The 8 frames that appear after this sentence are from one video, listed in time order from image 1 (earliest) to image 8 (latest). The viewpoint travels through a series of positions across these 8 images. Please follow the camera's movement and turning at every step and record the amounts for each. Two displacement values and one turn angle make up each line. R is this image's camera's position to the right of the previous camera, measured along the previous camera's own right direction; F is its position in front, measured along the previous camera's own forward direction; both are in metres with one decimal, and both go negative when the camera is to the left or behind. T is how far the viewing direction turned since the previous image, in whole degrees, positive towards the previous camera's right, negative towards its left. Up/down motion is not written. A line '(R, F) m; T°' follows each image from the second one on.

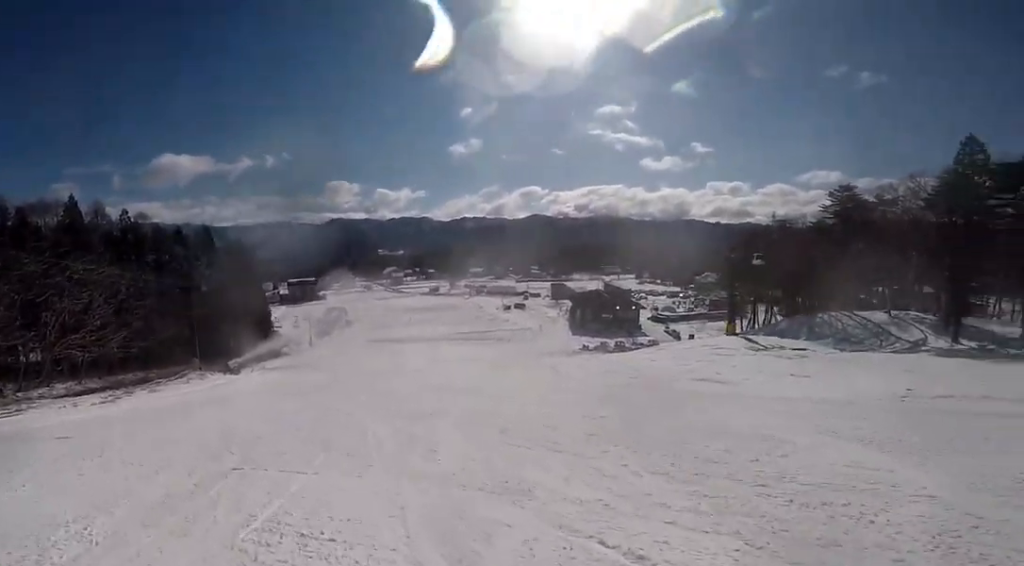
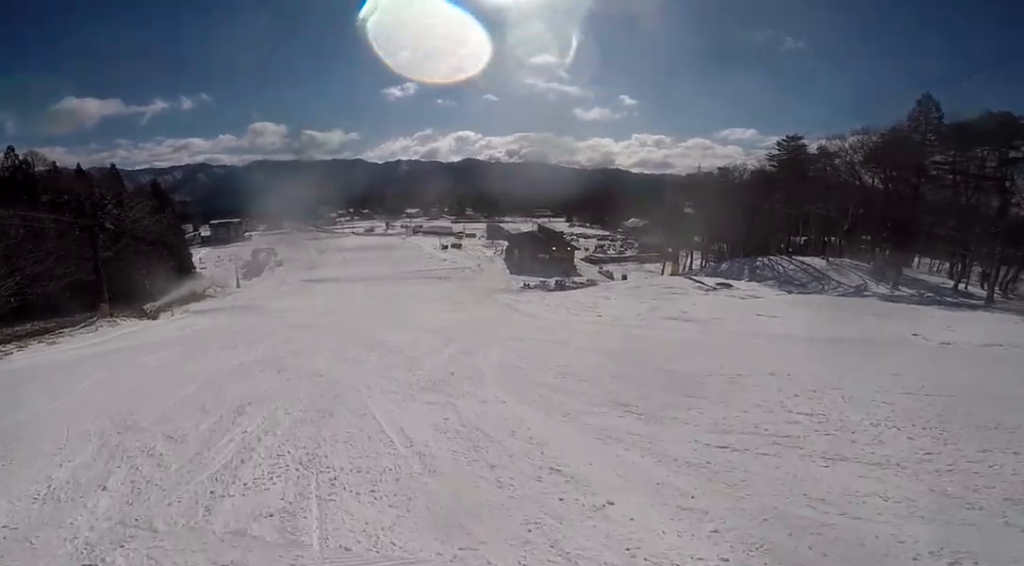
(+0.8, +4.6) m; +9°
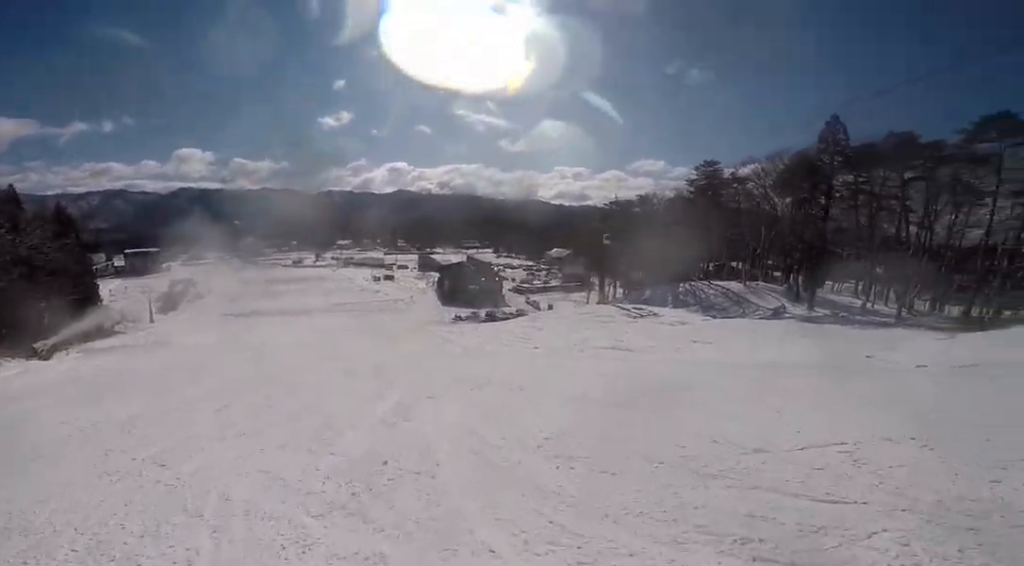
(+0.2, +3.1) m; -1°
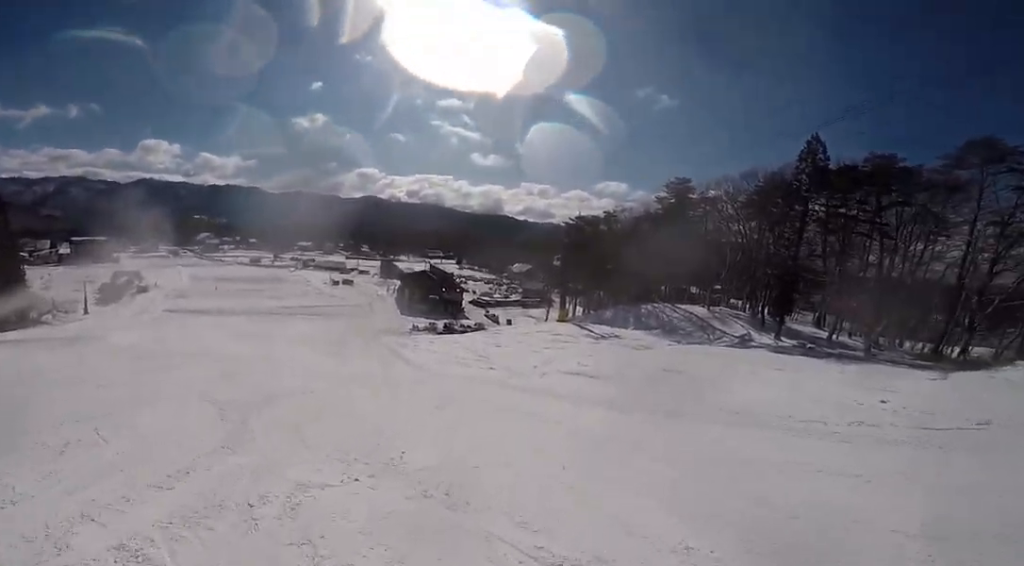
(-0.6, +4.9) m; -7°
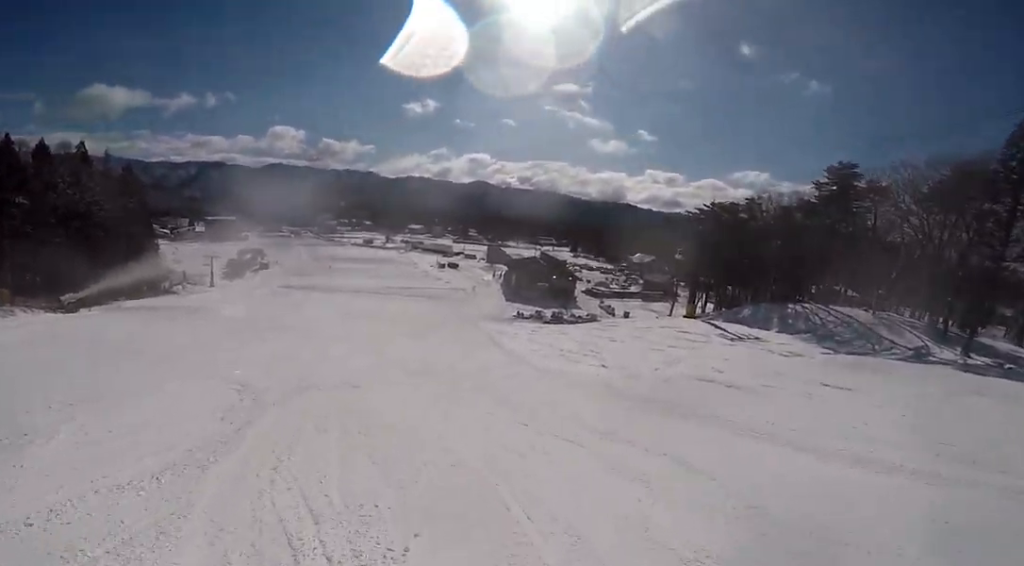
(0.0, +2.9) m; -8°
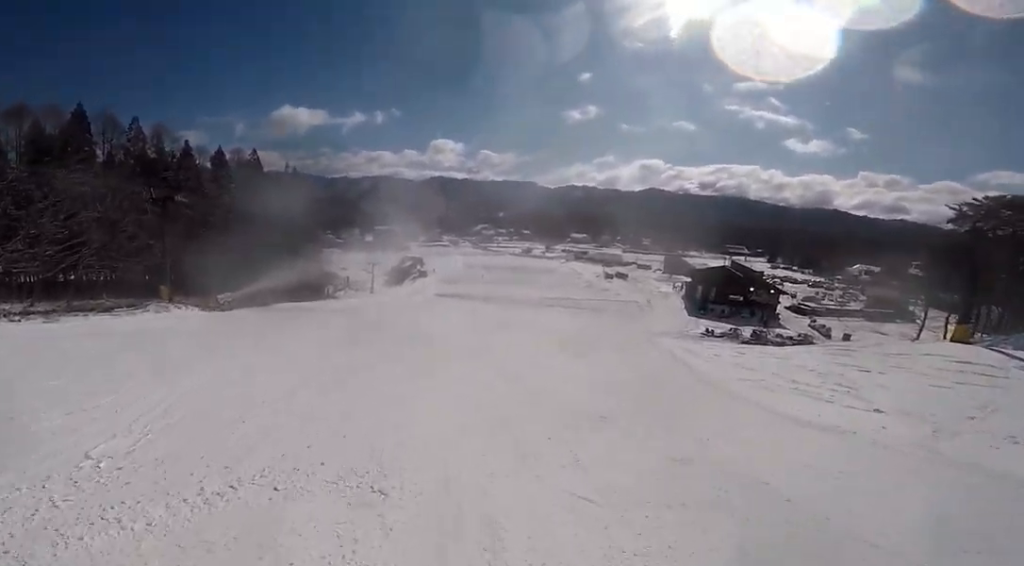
(-1.2, +6.3) m; -17°
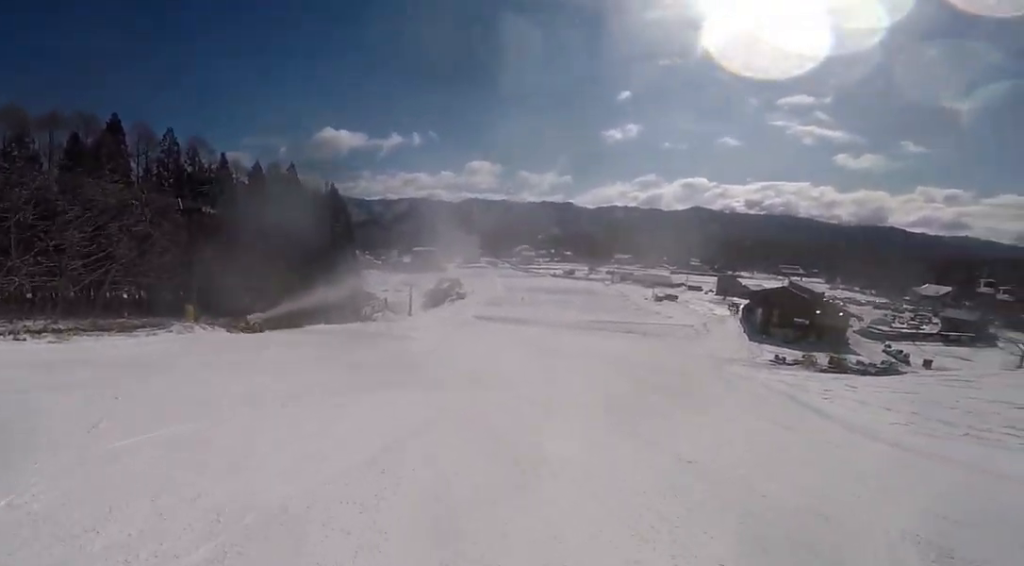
(-0.1, +5.0) m; +9°
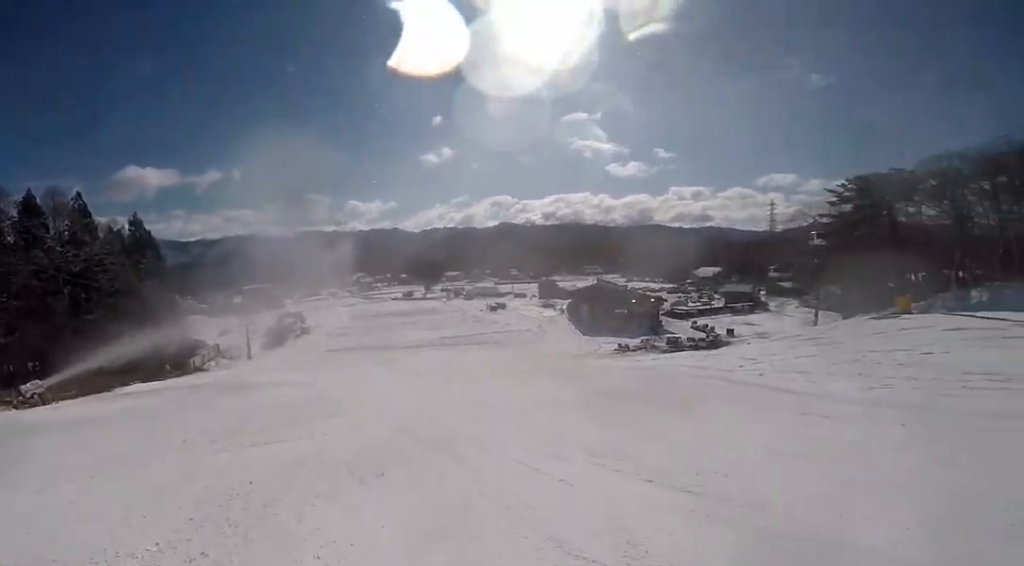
(+1.8, +7.4) m; +28°
